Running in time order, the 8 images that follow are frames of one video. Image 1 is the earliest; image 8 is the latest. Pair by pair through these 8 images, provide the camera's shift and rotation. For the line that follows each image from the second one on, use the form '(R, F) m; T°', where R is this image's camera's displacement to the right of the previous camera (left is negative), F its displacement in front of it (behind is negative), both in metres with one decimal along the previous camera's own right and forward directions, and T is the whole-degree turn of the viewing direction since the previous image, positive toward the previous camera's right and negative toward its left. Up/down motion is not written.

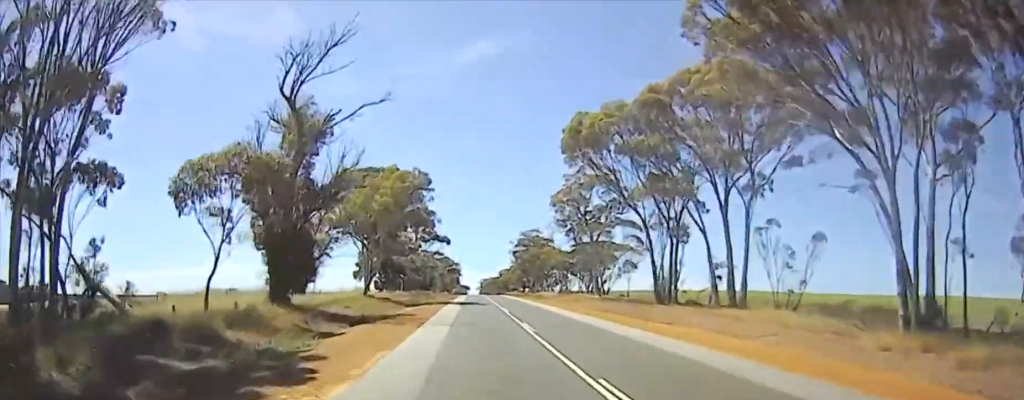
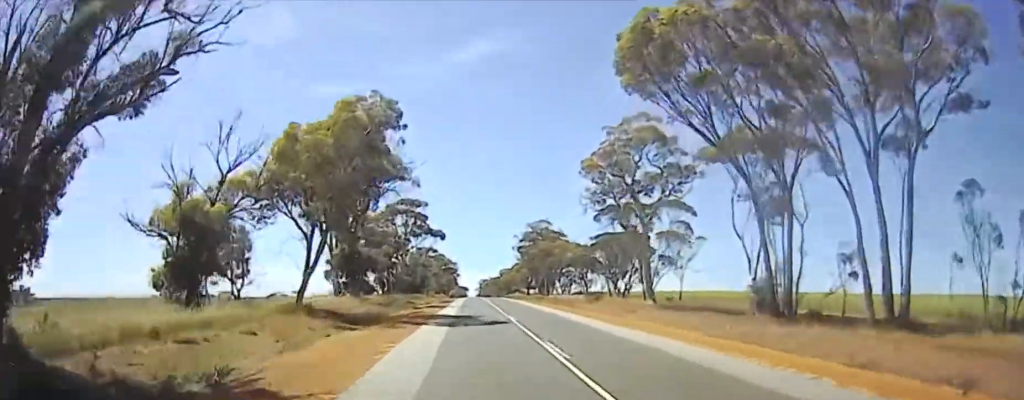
(-0.2, +21.7) m; -1°
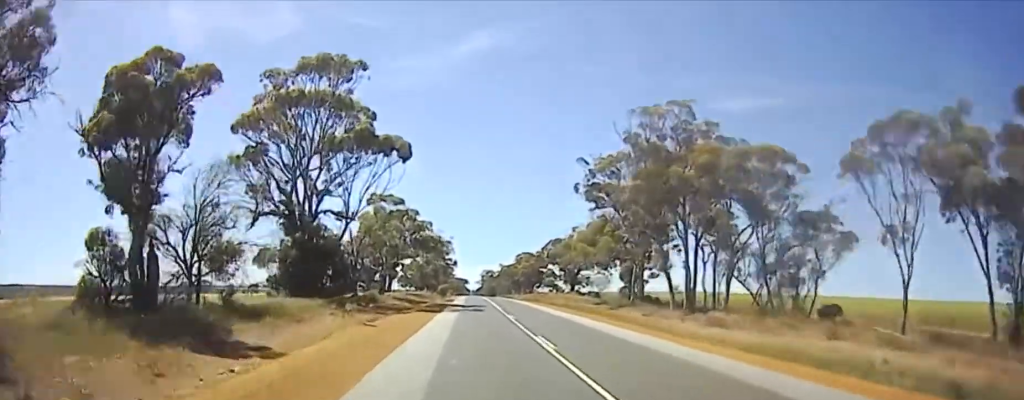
(-1.2, +94.5) m; -2°
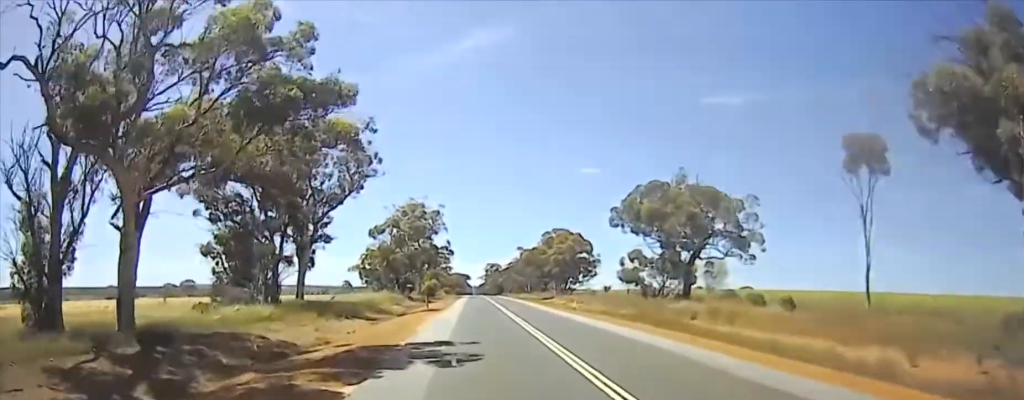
(+0.4, +62.3) m; +1°
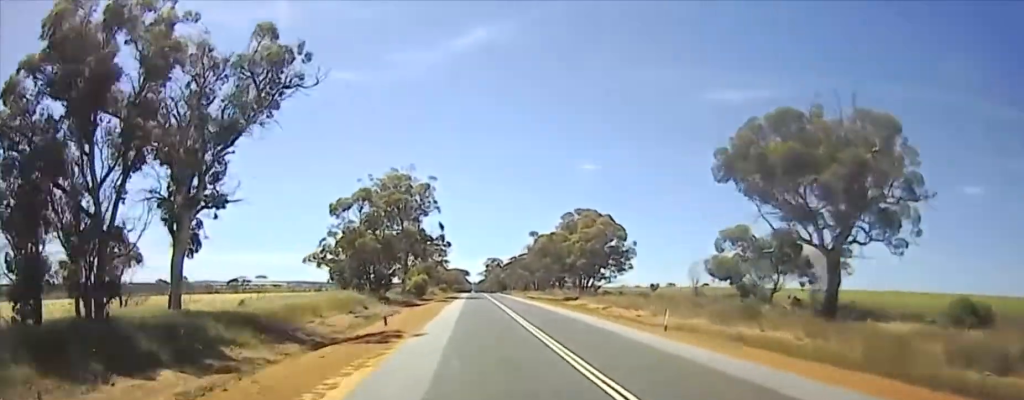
(+0.2, +21.6) m; 0°
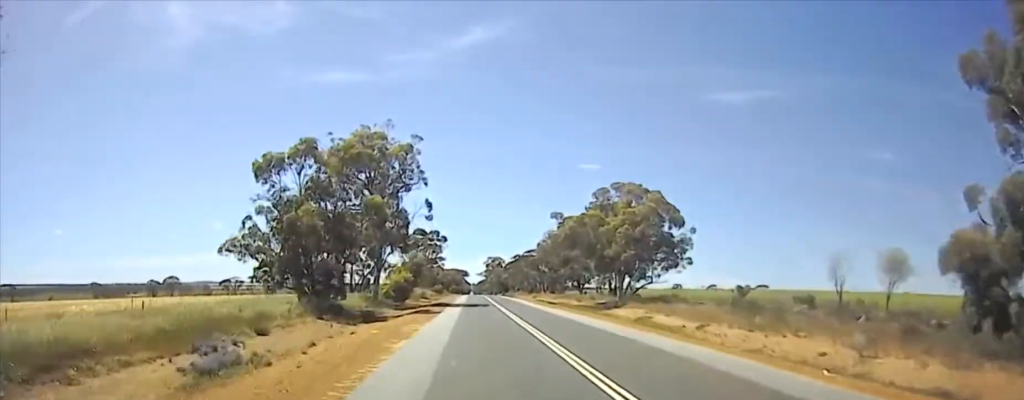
(+0.1, +19.4) m; 0°
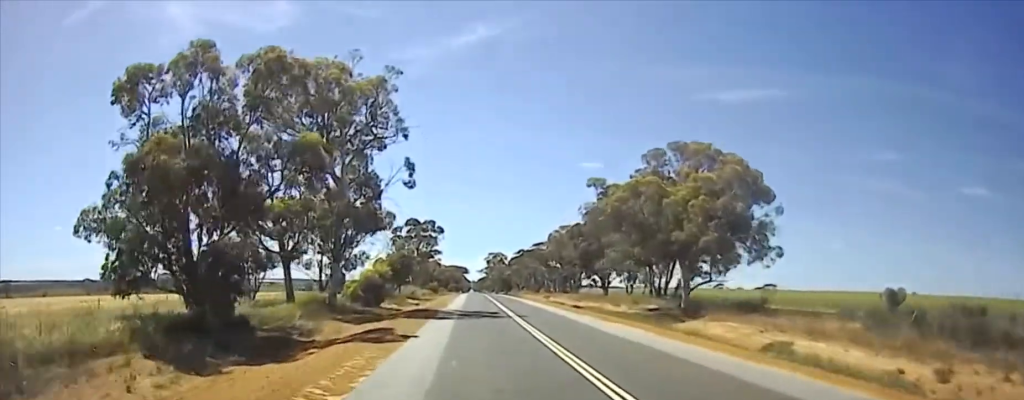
(0.0, +14.7) m; -2°
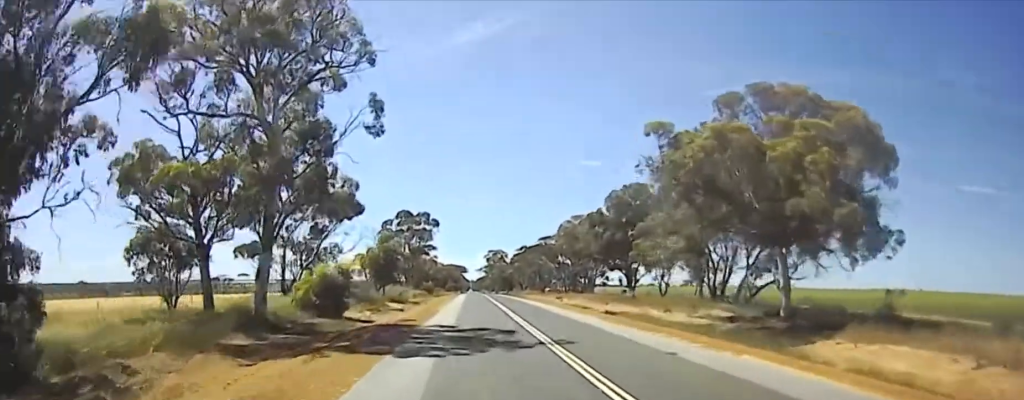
(+0.2, +11.1) m; -1°
